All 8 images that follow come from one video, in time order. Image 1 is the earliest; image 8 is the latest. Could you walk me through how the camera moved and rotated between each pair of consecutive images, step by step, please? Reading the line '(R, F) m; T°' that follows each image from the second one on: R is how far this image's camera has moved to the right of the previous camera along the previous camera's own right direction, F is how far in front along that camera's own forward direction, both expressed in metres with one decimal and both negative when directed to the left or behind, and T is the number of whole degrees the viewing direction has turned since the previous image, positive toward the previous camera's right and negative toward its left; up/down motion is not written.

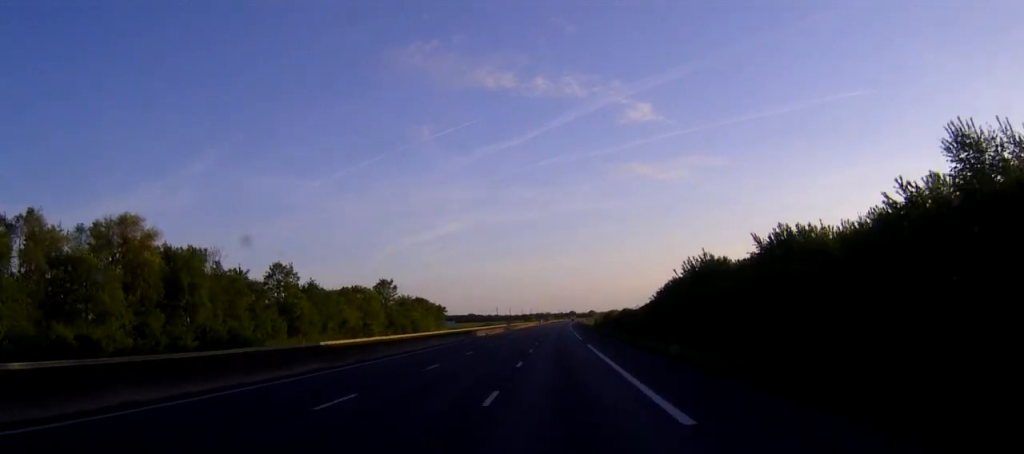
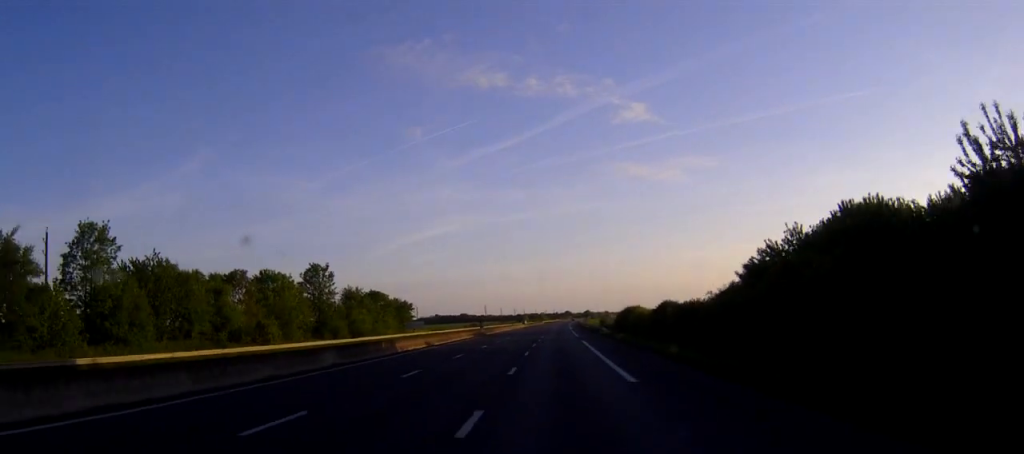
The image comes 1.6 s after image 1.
(+0.2, +43.6) m; 0°
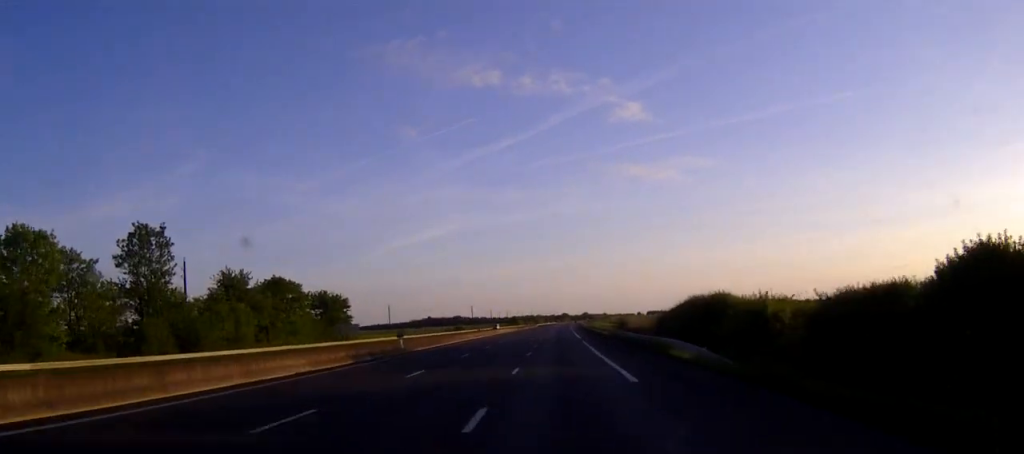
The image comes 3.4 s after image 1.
(+0.1, +52.0) m; 0°
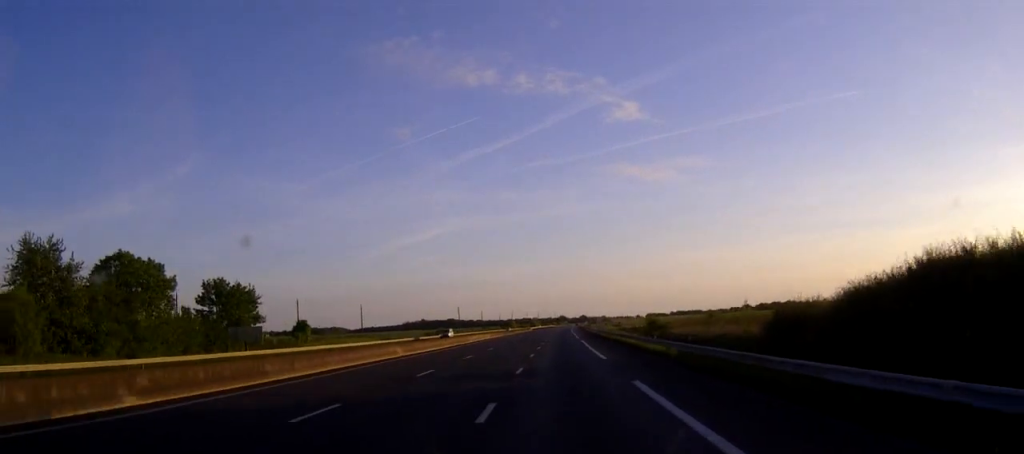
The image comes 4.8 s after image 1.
(+0.1, +37.8) m; 0°
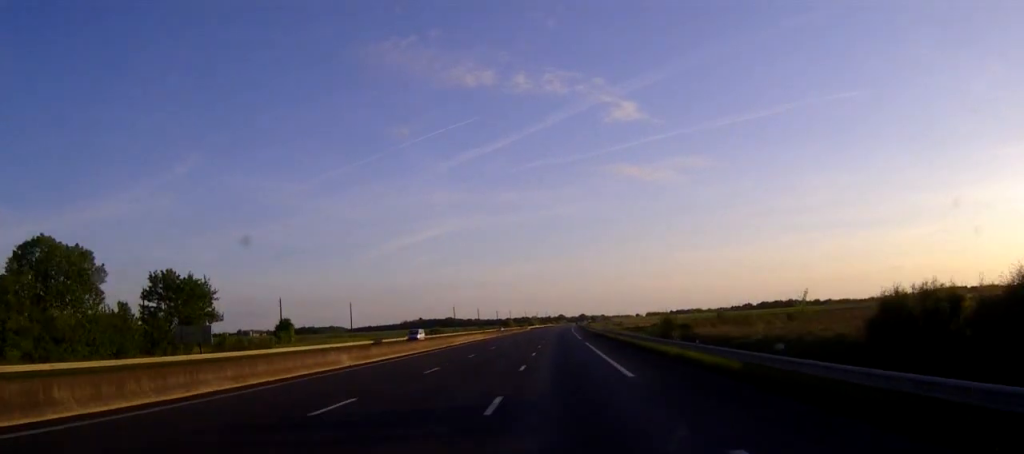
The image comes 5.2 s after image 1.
(0.0, +11.9) m; 0°
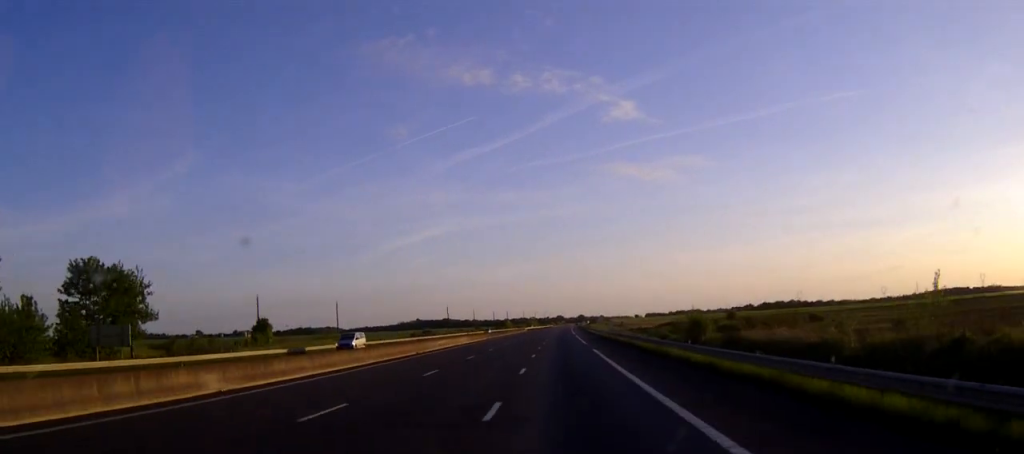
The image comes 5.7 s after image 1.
(0.0, +13.9) m; 0°
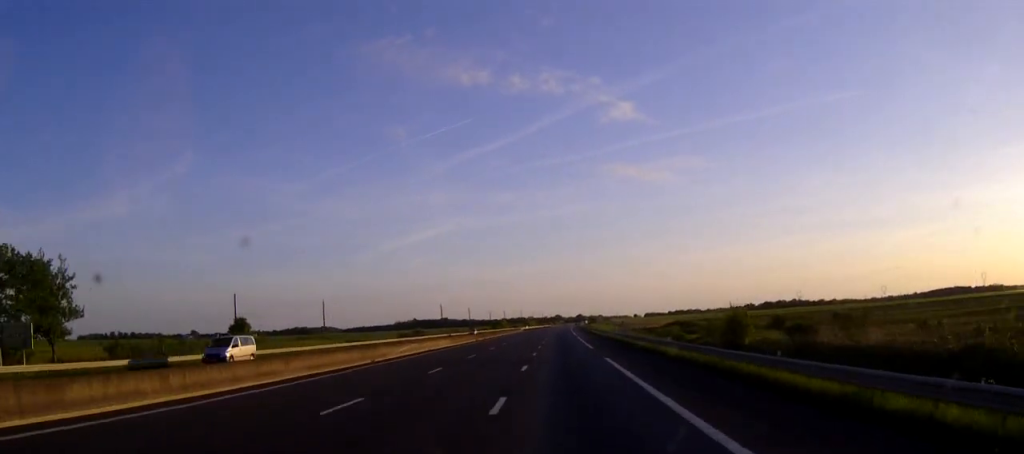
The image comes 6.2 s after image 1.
(0.0, +12.0) m; 0°
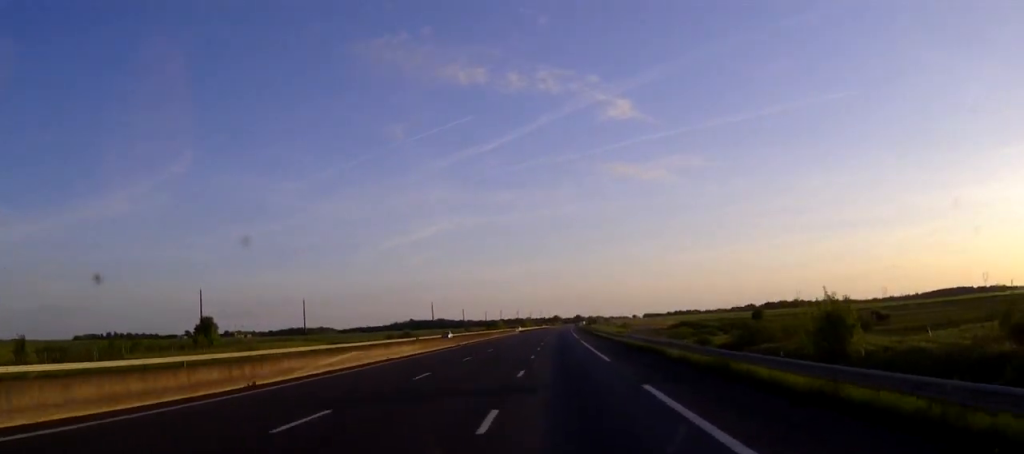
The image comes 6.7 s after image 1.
(0.0, +15.8) m; 0°
